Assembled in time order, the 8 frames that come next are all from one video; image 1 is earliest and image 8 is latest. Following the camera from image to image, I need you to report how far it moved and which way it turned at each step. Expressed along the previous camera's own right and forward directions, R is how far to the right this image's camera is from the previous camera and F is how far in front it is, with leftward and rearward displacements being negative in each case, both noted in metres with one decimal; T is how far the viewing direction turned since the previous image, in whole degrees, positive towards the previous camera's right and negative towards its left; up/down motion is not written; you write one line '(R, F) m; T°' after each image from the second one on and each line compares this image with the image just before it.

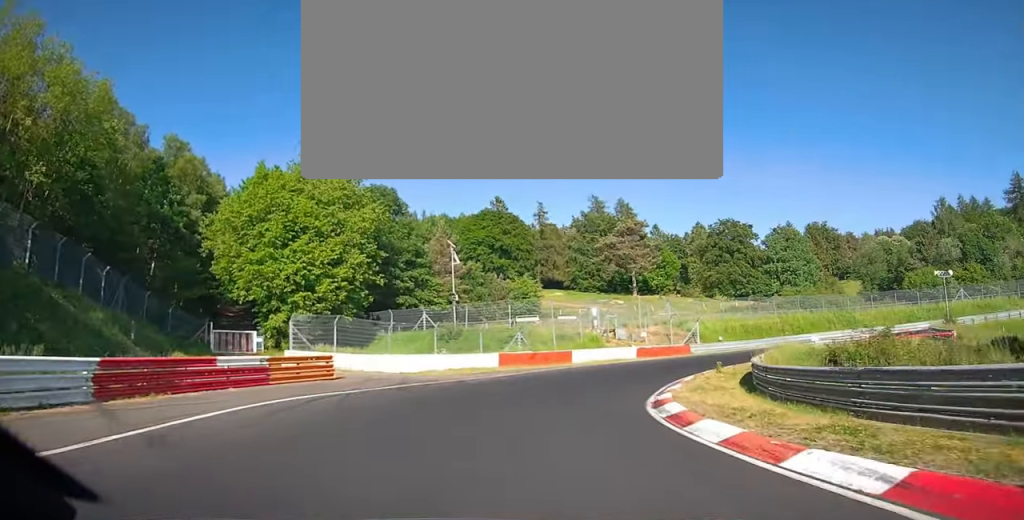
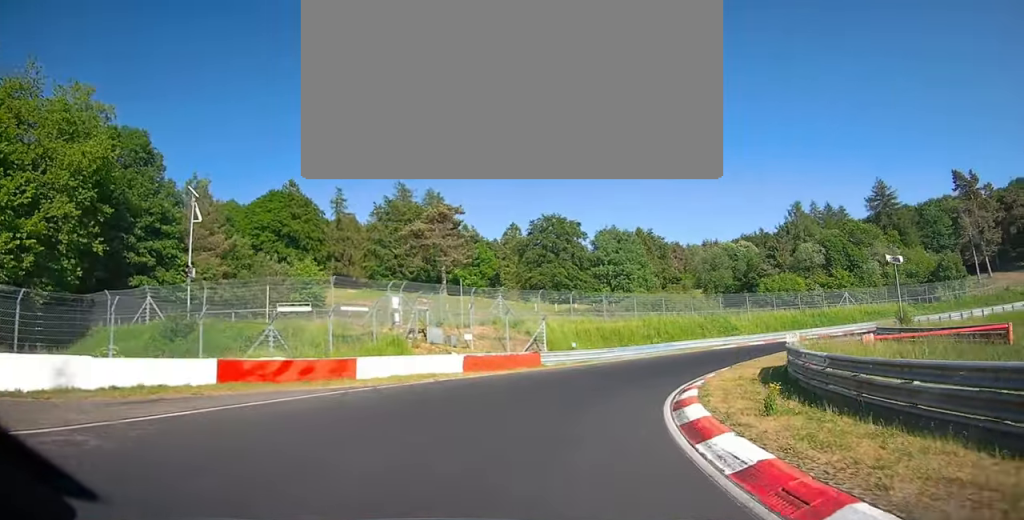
(+3.2, +18.1) m; +24°
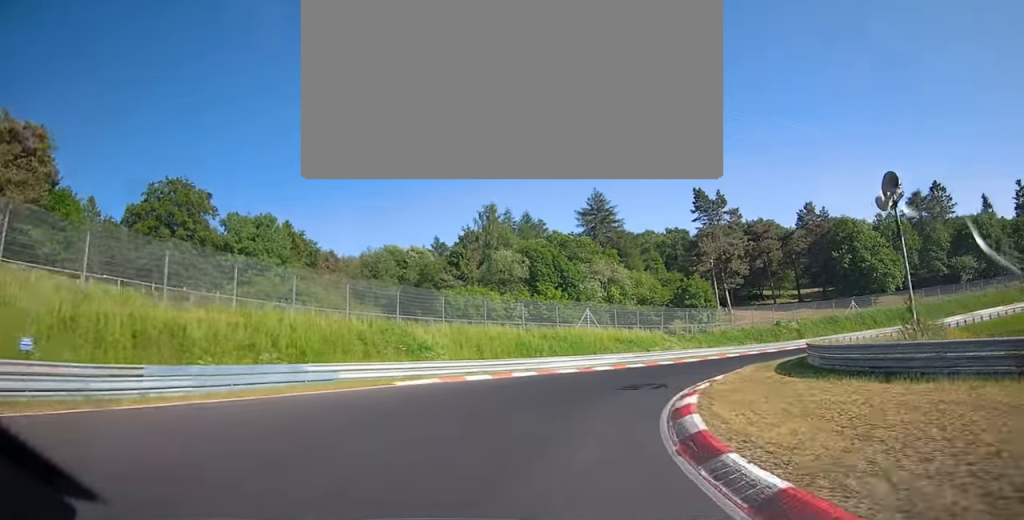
(+10.5, +27.2) m; +44°
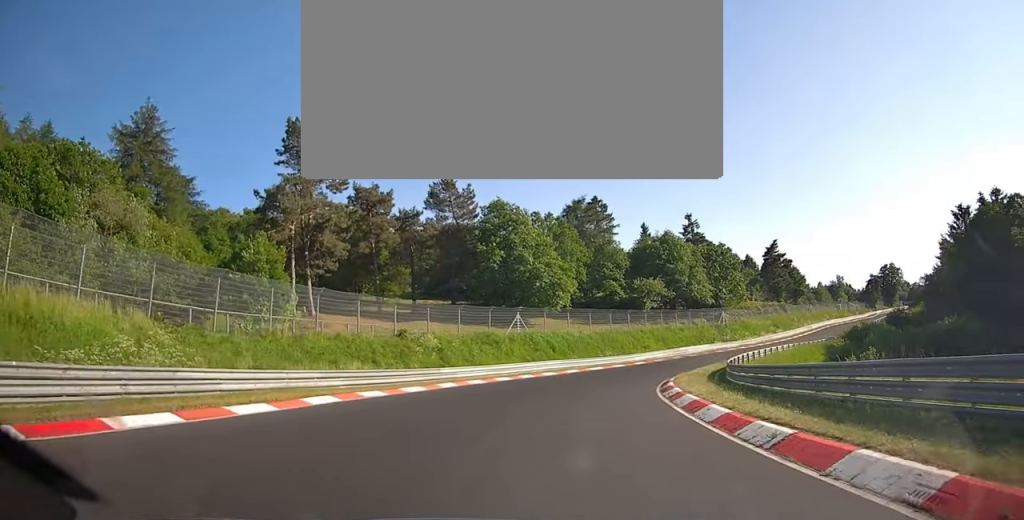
(+12.8, +33.4) m; +38°
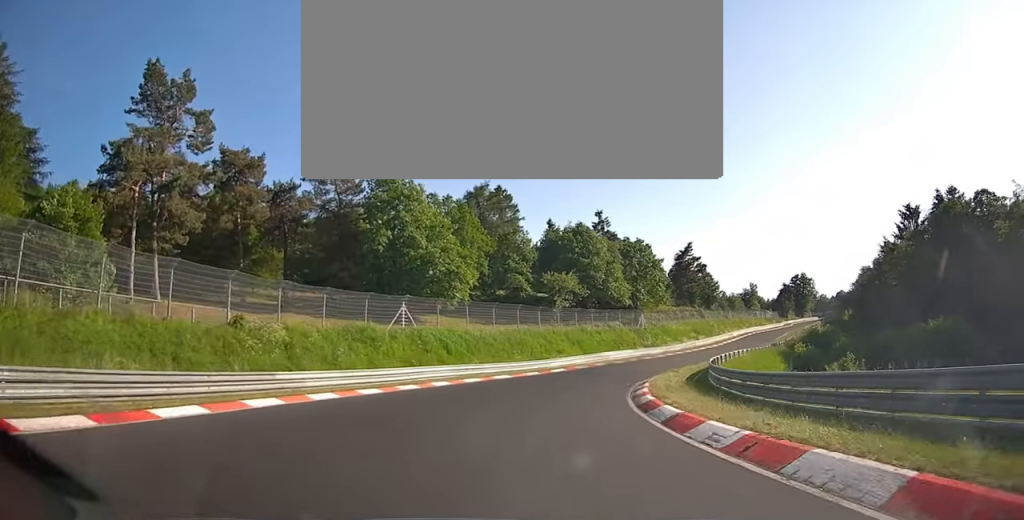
(+1.4, +12.3) m; +9°
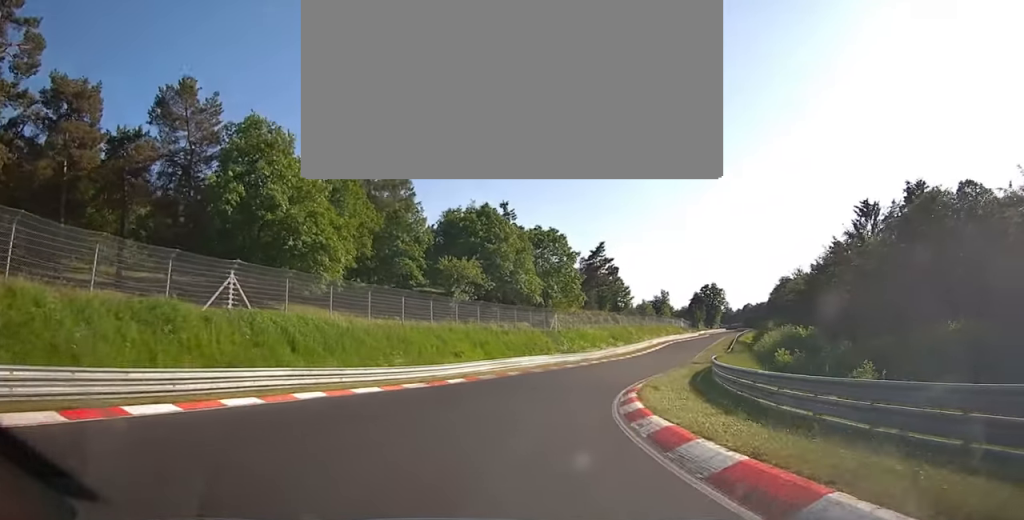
(+0.7, +14.7) m; +9°
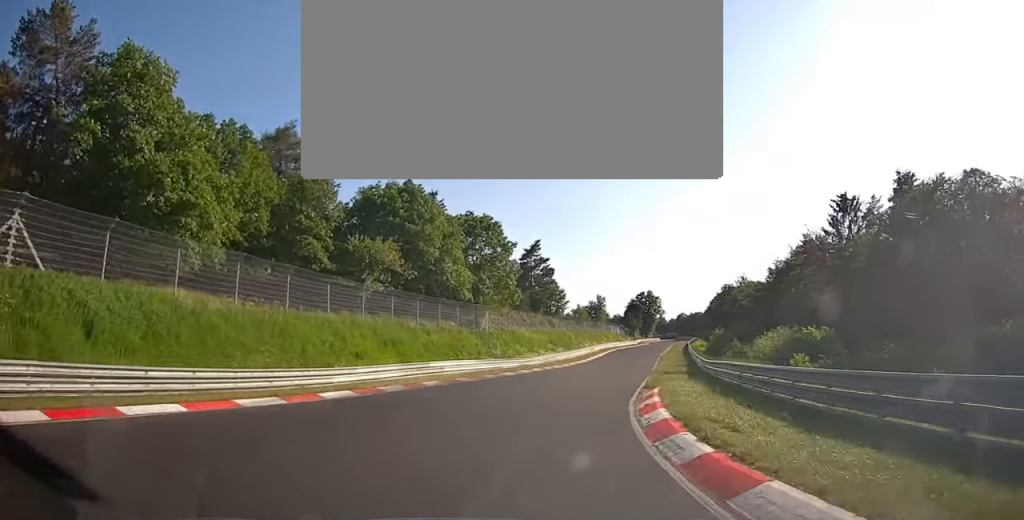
(+1.2, +12.5) m; +5°
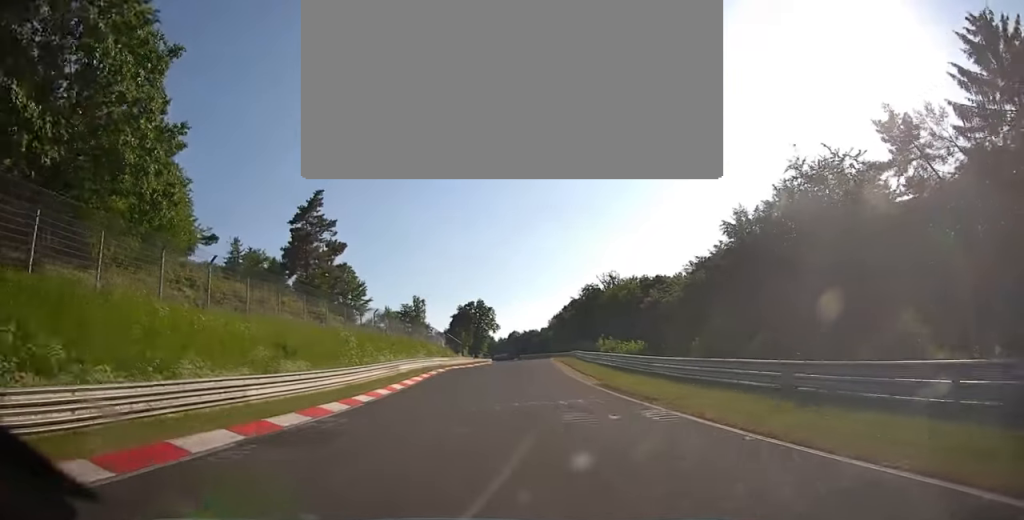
(+7.6, +54.1) m; +11°
